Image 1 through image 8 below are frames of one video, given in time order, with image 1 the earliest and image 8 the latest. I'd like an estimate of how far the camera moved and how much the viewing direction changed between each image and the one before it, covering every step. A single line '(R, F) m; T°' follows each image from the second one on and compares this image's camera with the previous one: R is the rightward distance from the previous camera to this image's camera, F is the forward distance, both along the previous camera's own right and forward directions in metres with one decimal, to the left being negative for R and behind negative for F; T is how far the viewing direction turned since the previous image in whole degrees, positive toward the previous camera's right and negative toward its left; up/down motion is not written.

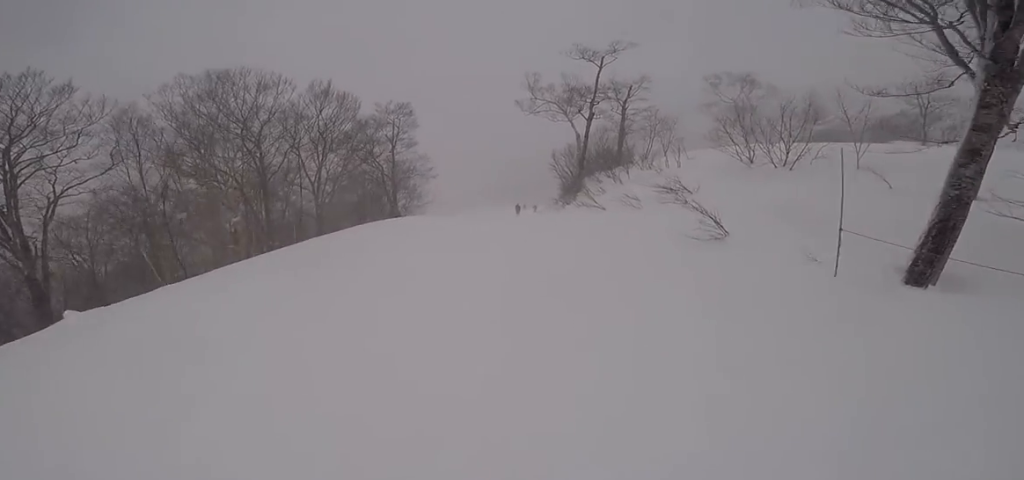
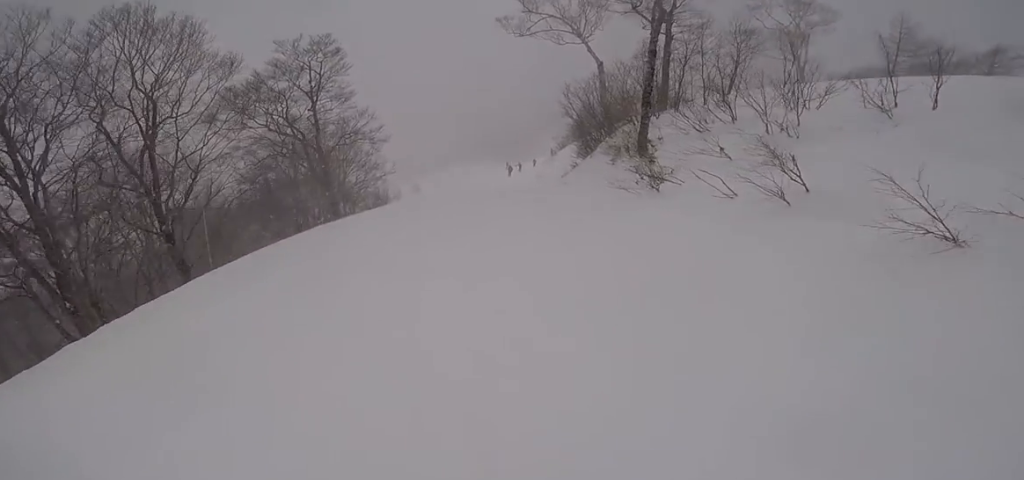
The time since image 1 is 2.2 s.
(+3.5, +12.4) m; +17°
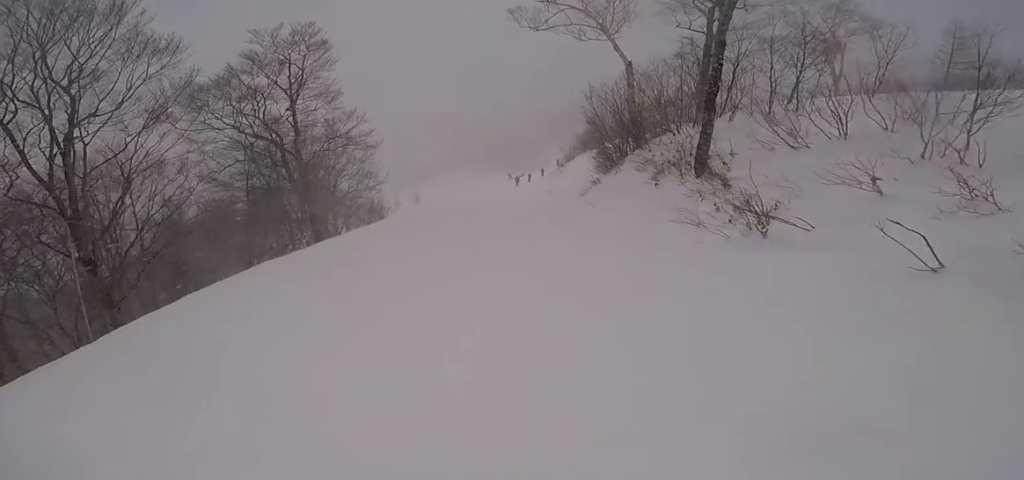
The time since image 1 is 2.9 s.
(-1.1, +3.8) m; -13°
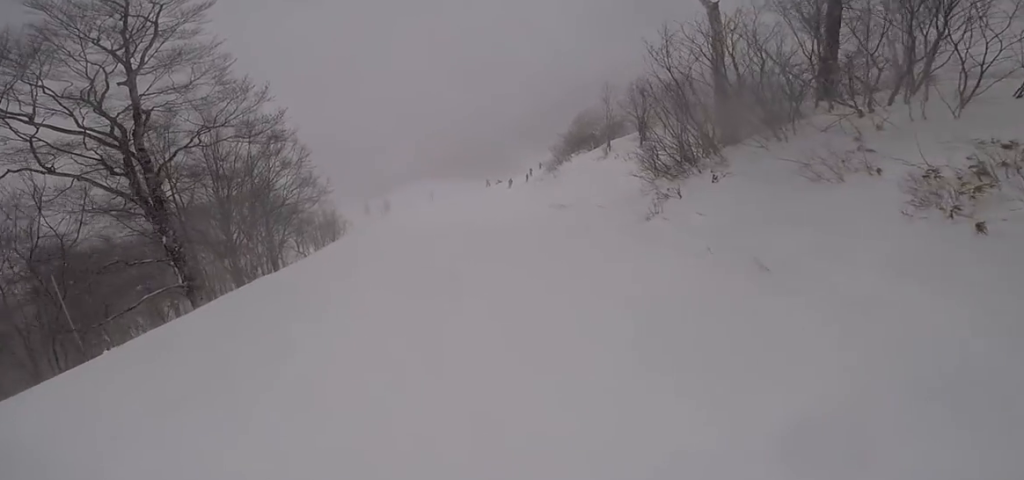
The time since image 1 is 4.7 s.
(-0.1, +10.1) m; +2°
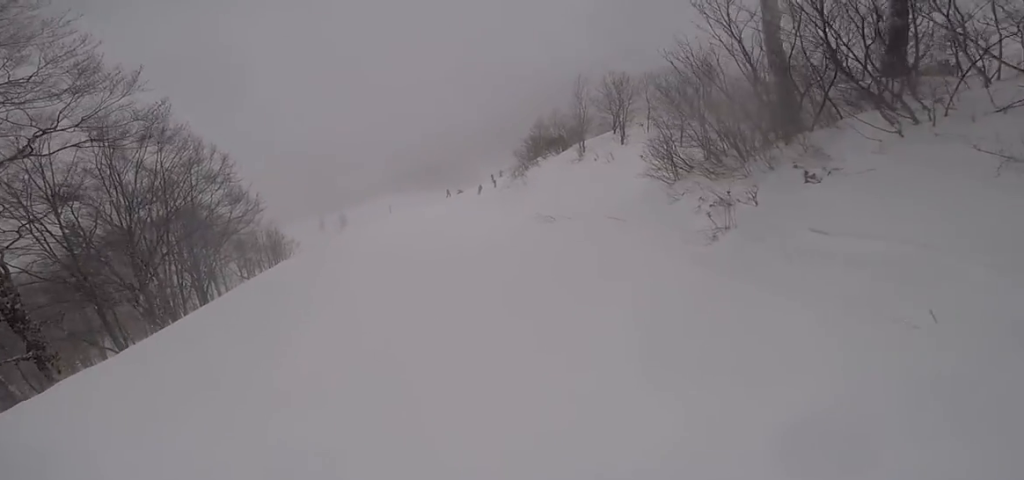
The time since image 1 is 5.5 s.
(0.0, +4.4) m; +2°
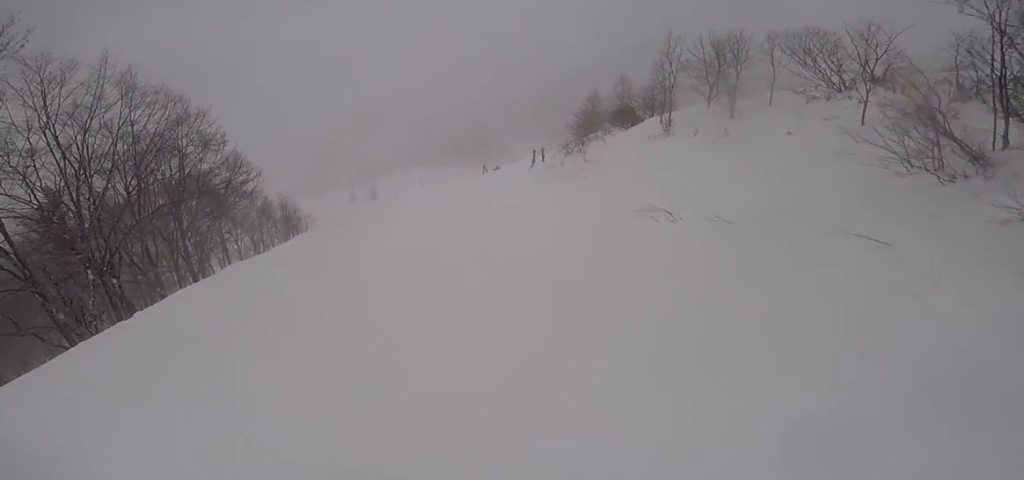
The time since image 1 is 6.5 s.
(0.0, +5.6) m; +5°
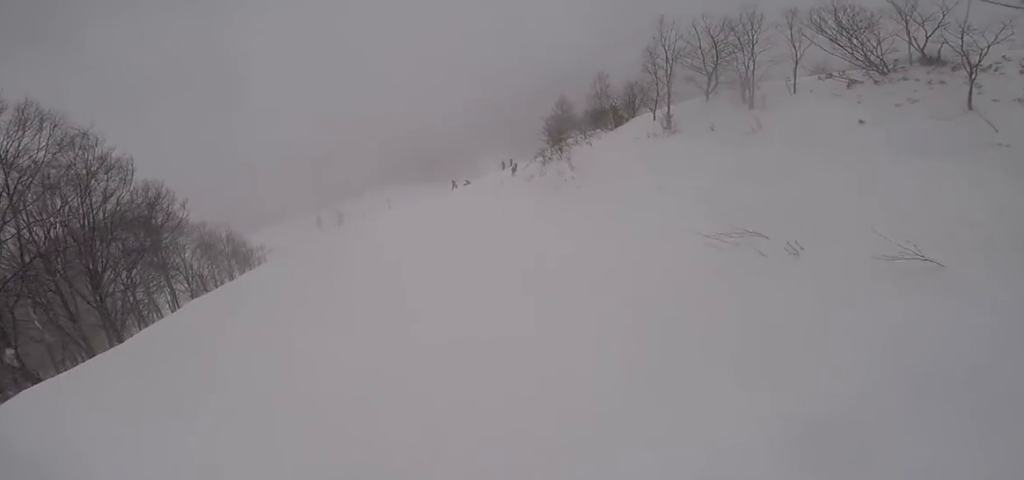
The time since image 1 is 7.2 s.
(+0.4, +4.2) m; +4°
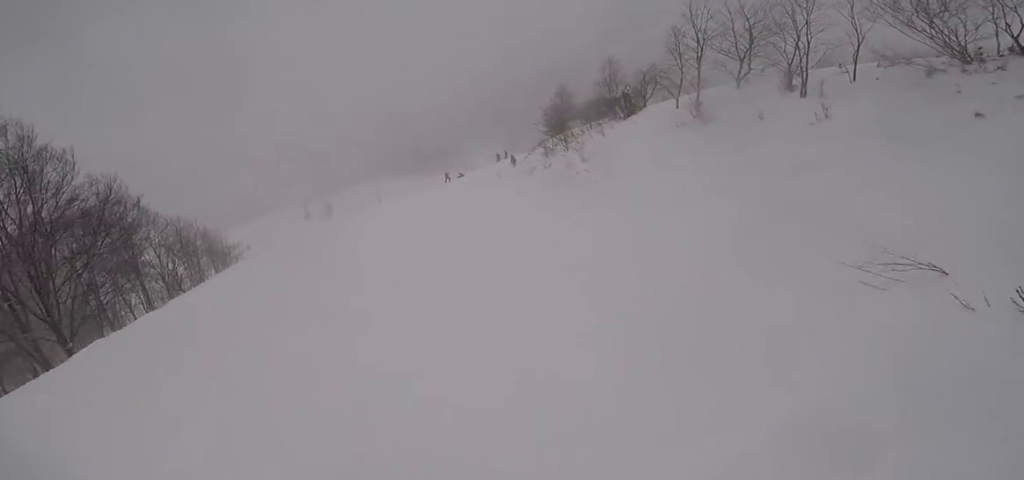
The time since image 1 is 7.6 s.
(0.0, +2.6) m; -4°
